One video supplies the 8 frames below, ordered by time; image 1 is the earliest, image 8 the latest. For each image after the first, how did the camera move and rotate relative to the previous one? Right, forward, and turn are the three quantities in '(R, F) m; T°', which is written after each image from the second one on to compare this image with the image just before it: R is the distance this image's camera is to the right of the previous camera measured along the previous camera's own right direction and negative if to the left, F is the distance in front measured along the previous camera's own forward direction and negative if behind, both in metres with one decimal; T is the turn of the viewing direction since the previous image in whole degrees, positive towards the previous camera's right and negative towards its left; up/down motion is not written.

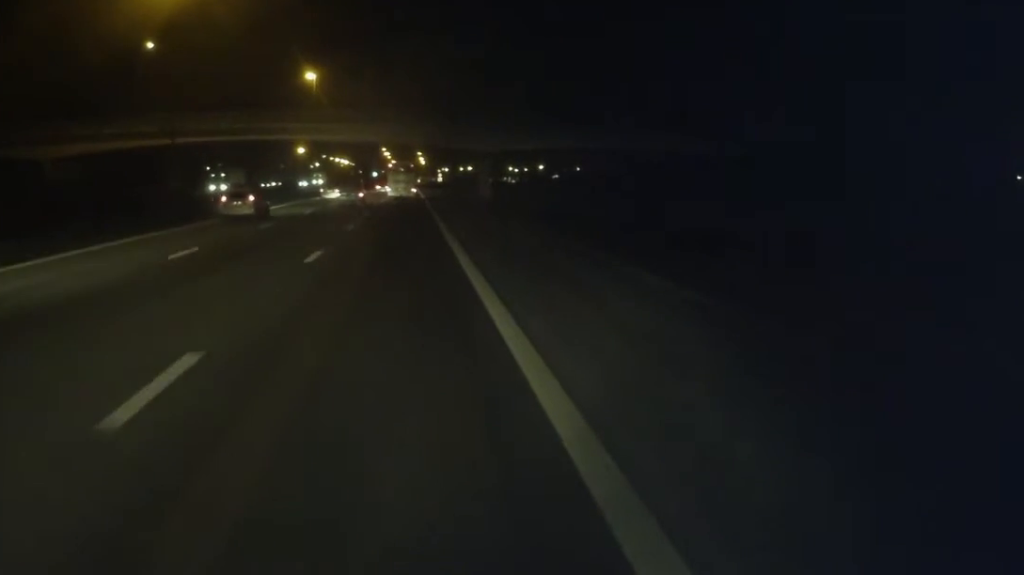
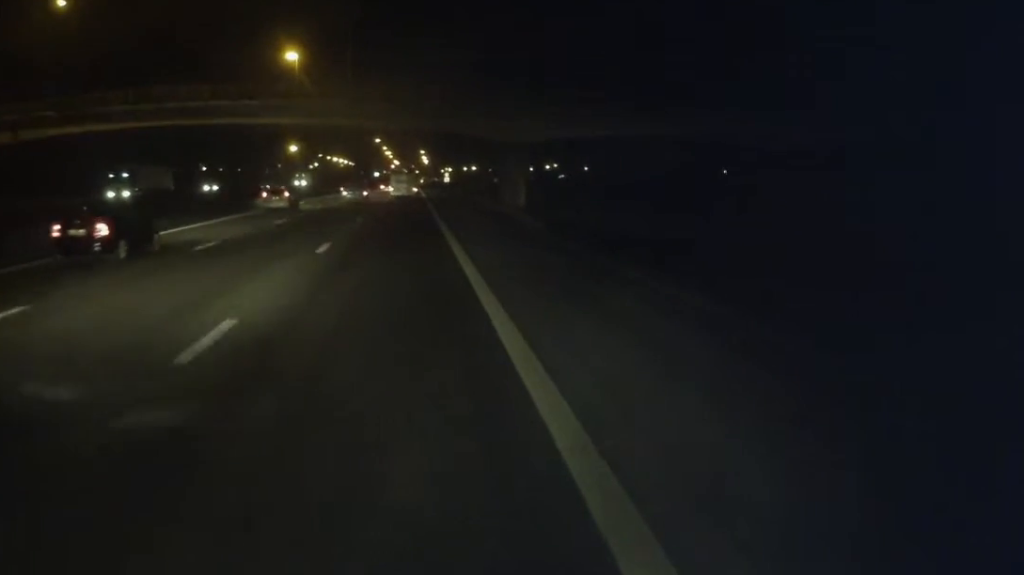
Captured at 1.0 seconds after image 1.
(-0.2, +22.8) m; -2°
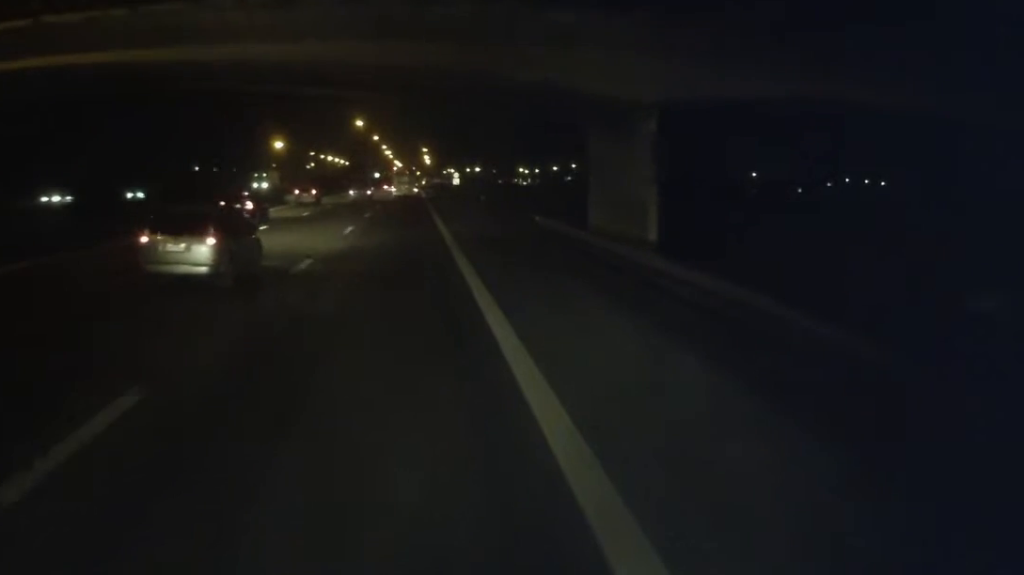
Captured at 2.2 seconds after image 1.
(-0.7, +29.0) m; 0°
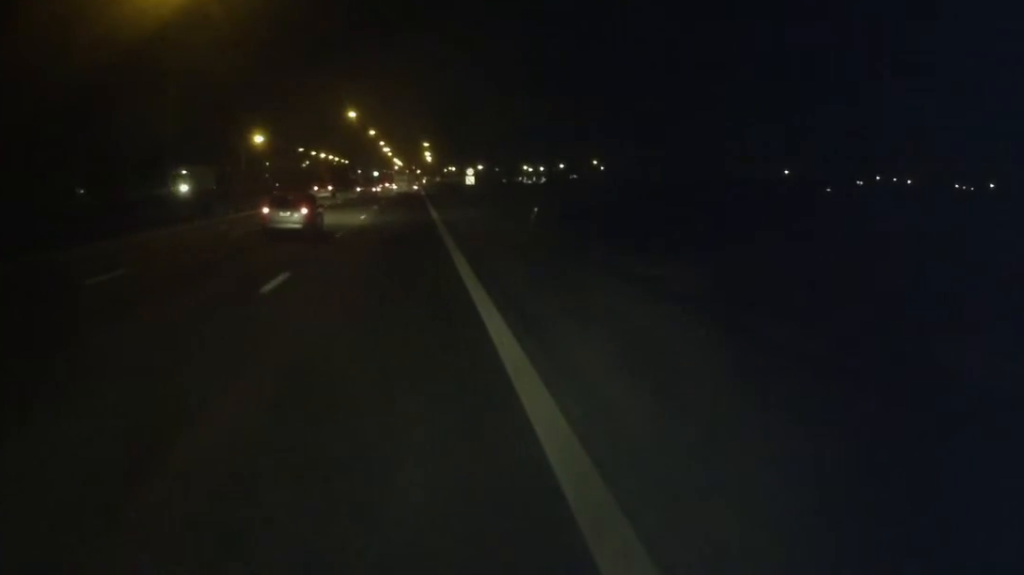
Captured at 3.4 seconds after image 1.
(+1.0, +28.2) m; +1°
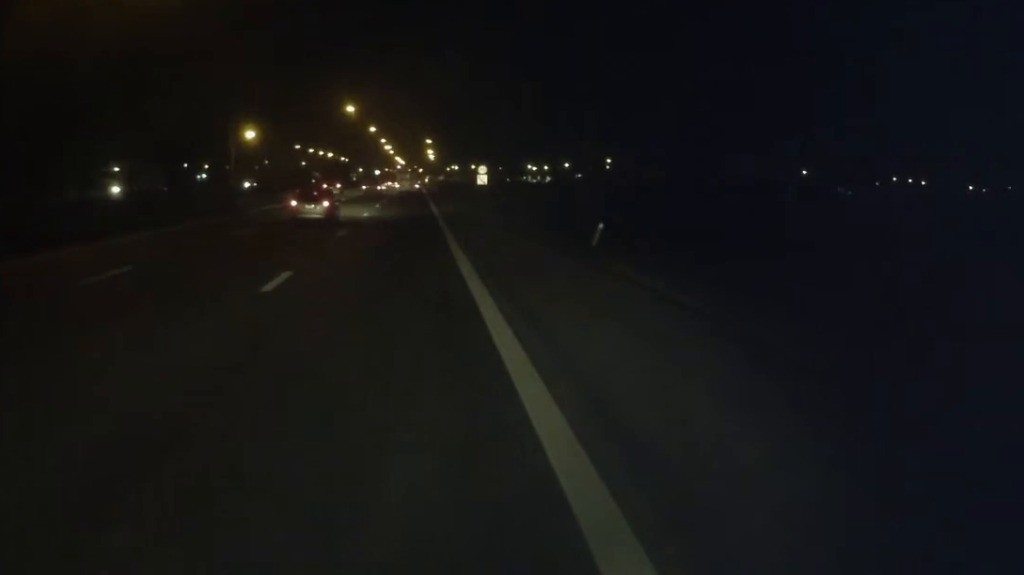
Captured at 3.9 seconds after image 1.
(-0.2, +12.6) m; -1°
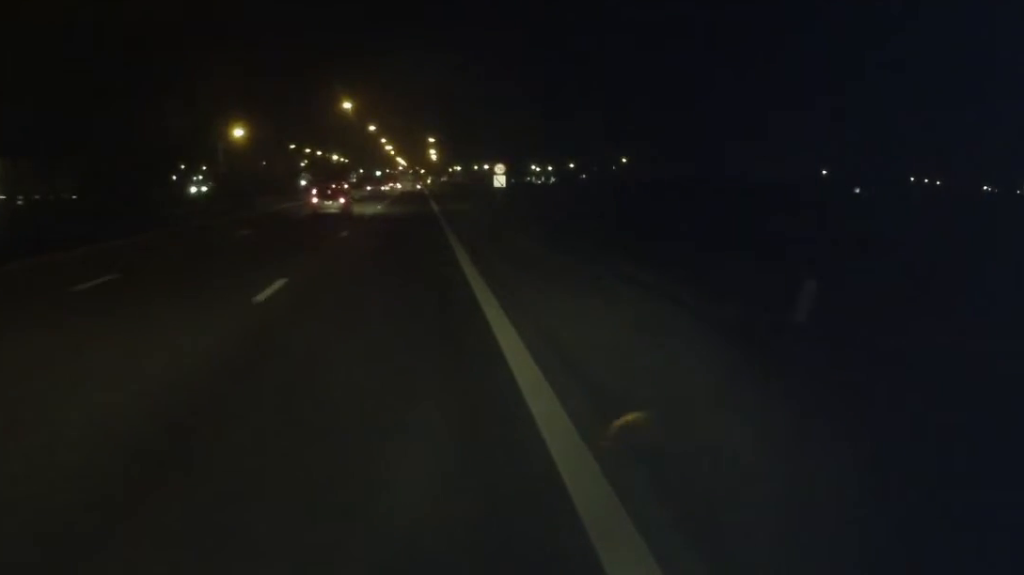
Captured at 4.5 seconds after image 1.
(-0.1, +13.3) m; 0°
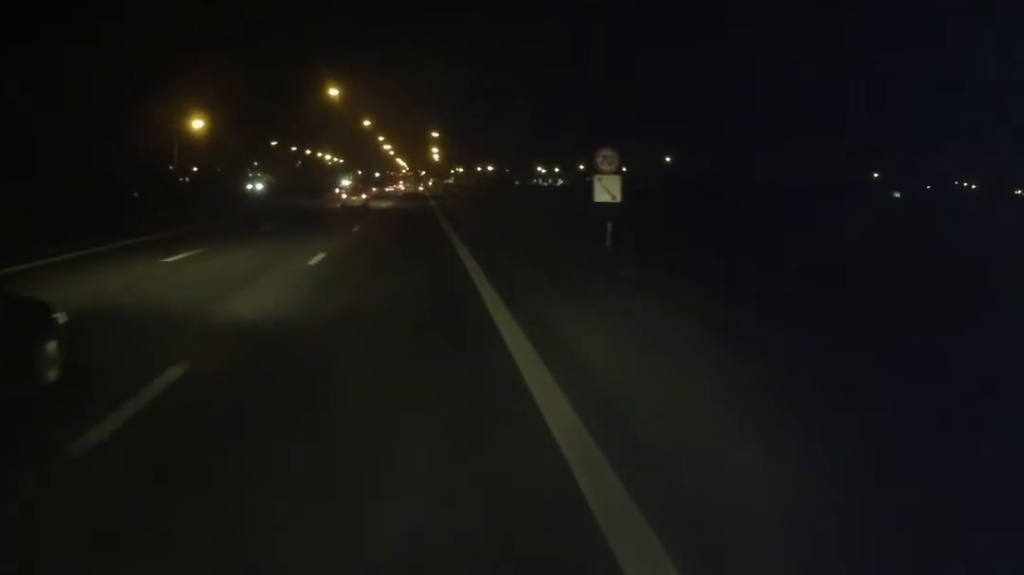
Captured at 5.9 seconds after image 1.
(0.0, +32.0) m; 0°
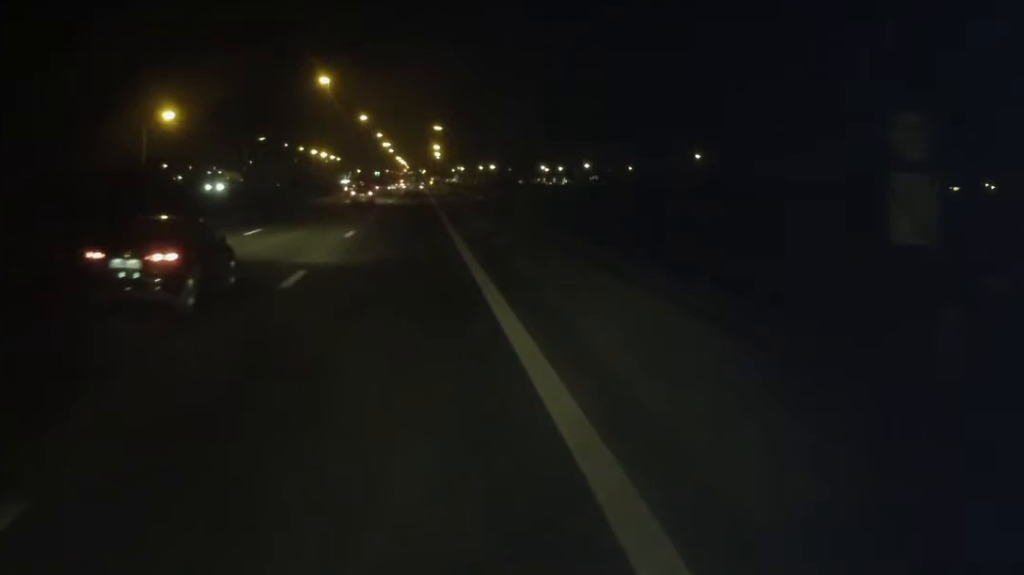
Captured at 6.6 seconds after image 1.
(0.0, +16.4) m; 0°
